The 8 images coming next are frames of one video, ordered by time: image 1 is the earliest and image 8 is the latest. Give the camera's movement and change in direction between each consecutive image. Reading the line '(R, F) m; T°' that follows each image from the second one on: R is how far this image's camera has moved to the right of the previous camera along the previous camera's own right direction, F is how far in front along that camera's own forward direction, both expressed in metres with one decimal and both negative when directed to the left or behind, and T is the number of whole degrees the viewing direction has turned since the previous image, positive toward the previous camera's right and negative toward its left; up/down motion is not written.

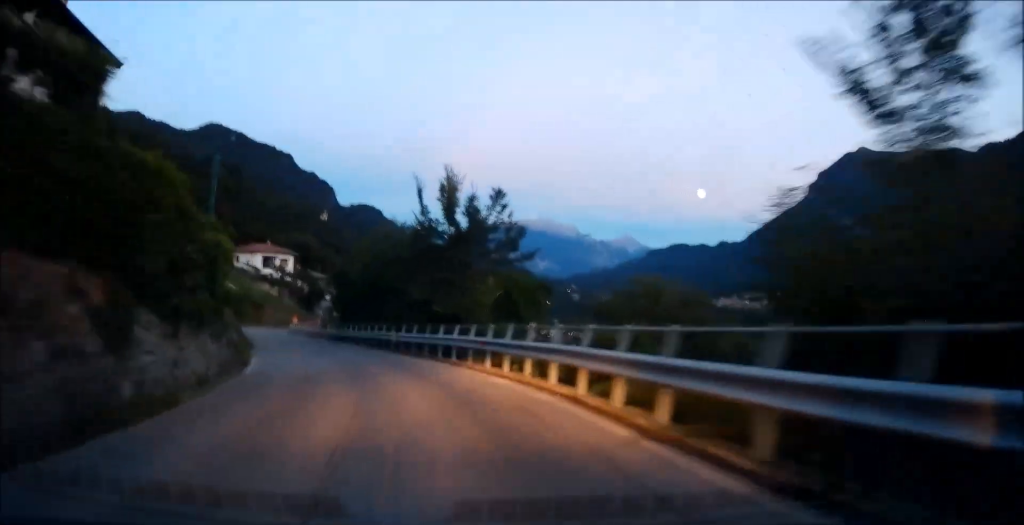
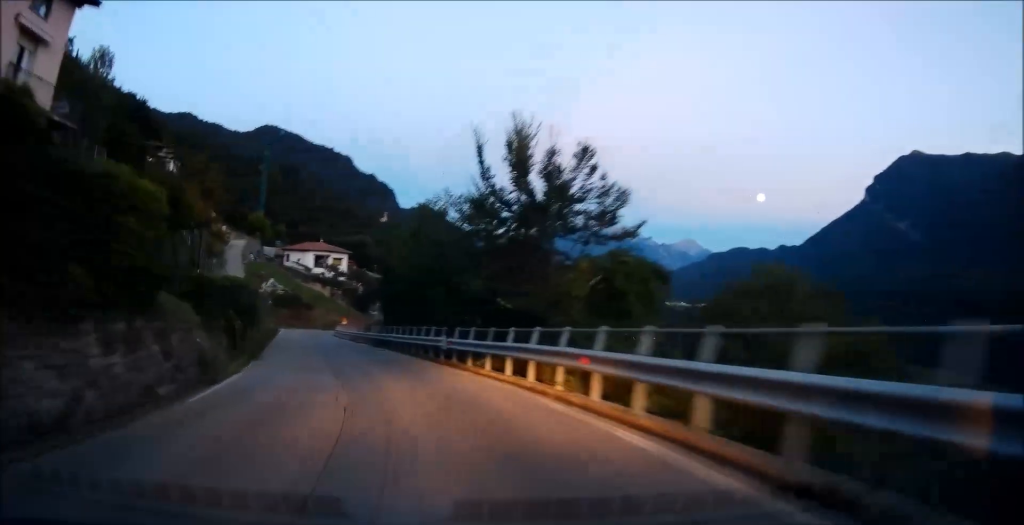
(-0.3, +7.6) m; -4°
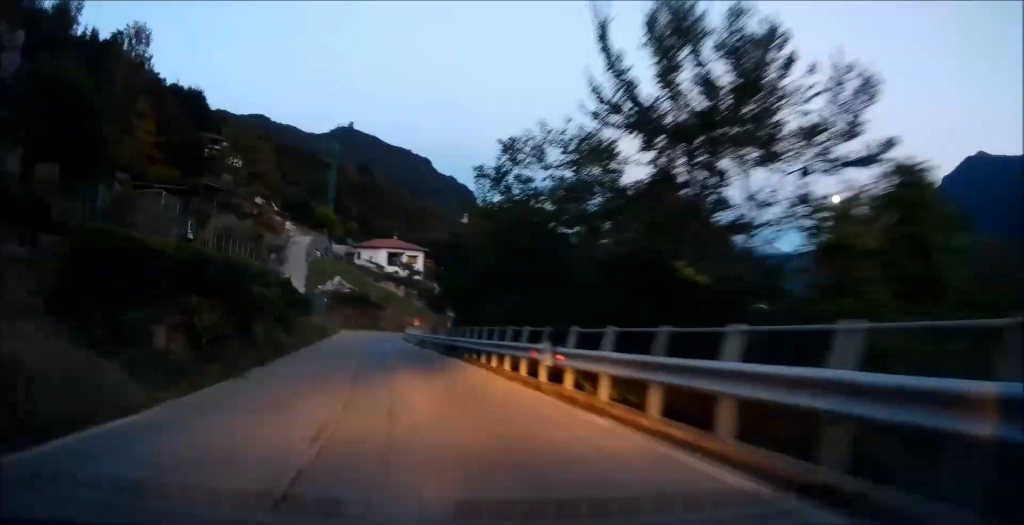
(-0.3, +9.0) m; -5°
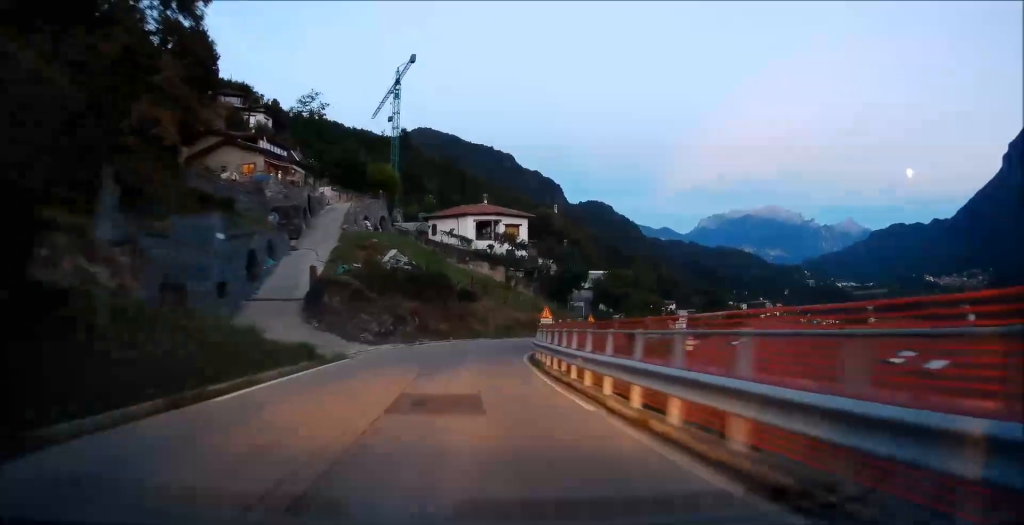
(-6.0, +43.5) m; -11°
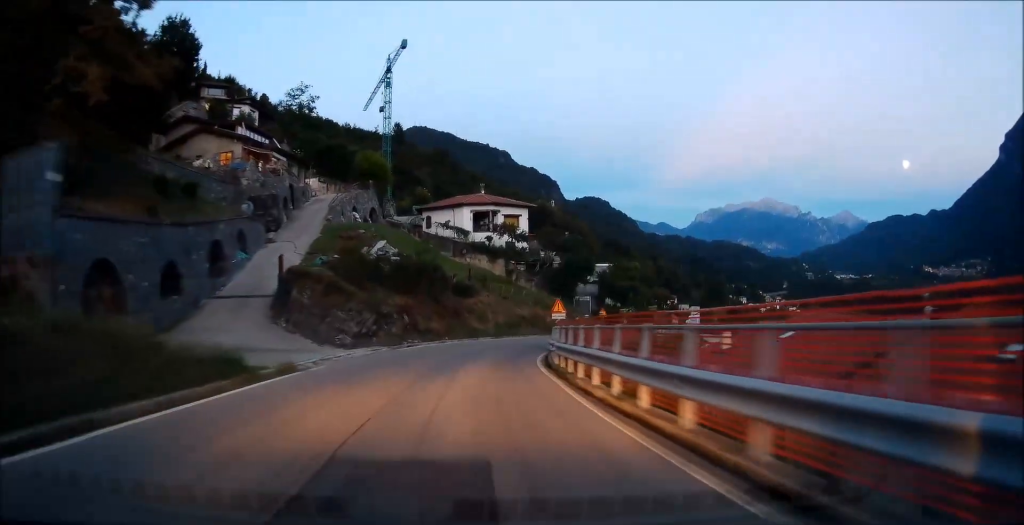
(-0.1, +6.2) m; -1°
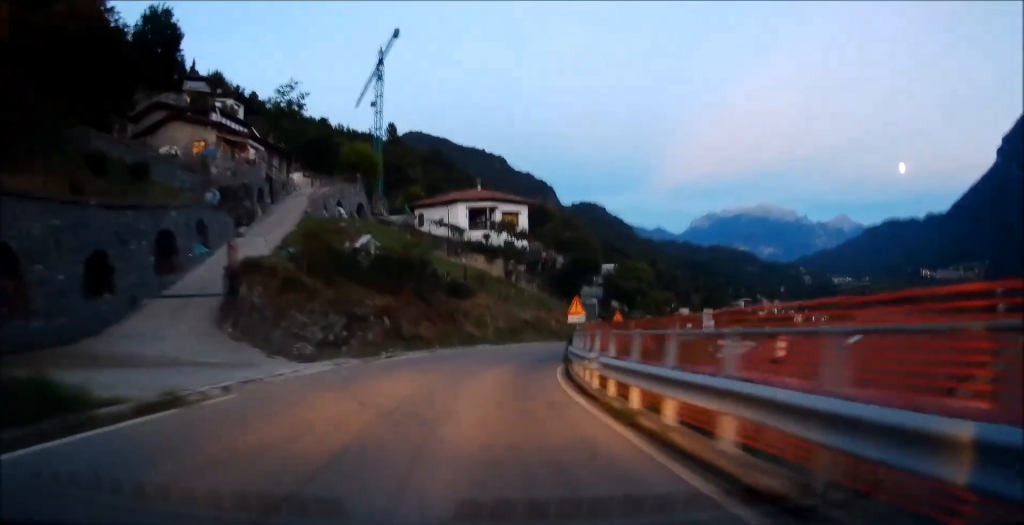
(0.0, +7.1) m; 0°
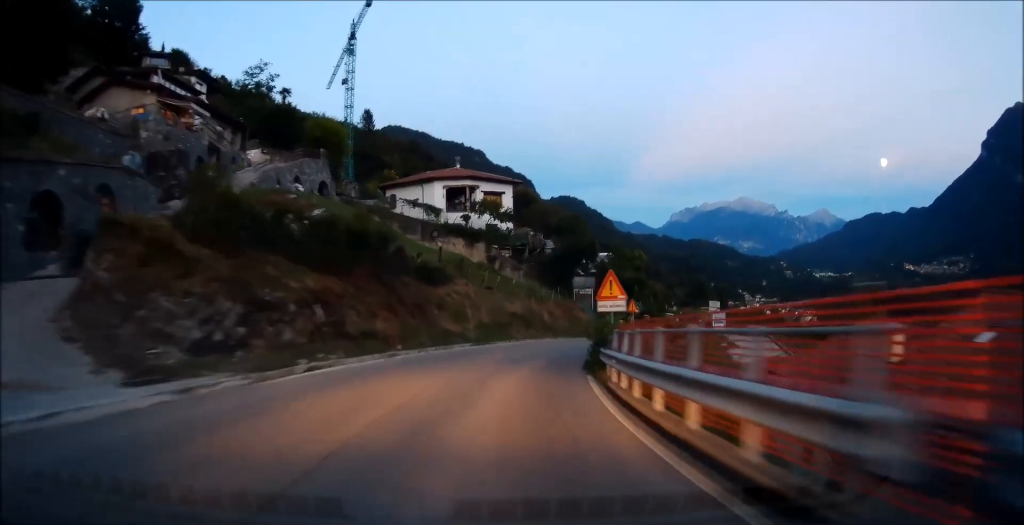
(0.0, +9.6) m; +2°
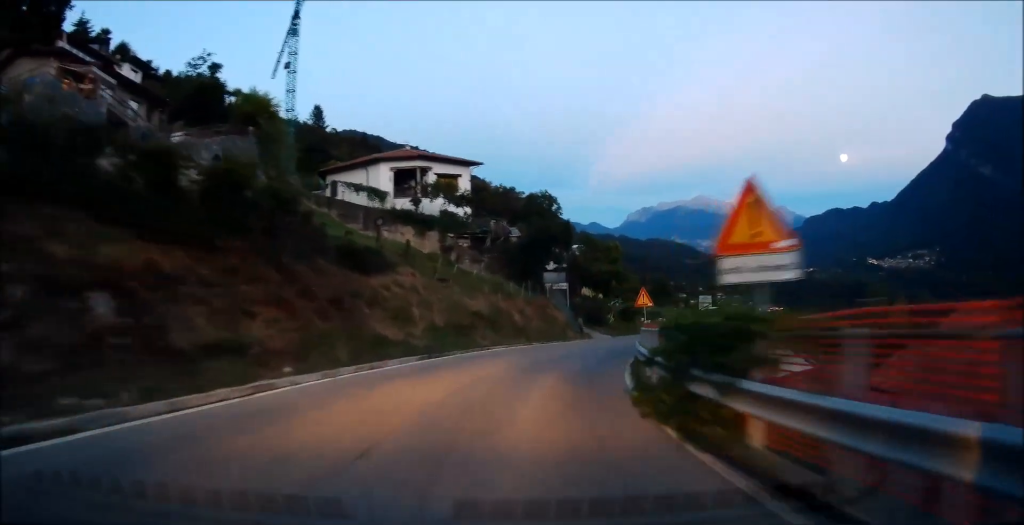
(+0.1, +10.3) m; +5°
